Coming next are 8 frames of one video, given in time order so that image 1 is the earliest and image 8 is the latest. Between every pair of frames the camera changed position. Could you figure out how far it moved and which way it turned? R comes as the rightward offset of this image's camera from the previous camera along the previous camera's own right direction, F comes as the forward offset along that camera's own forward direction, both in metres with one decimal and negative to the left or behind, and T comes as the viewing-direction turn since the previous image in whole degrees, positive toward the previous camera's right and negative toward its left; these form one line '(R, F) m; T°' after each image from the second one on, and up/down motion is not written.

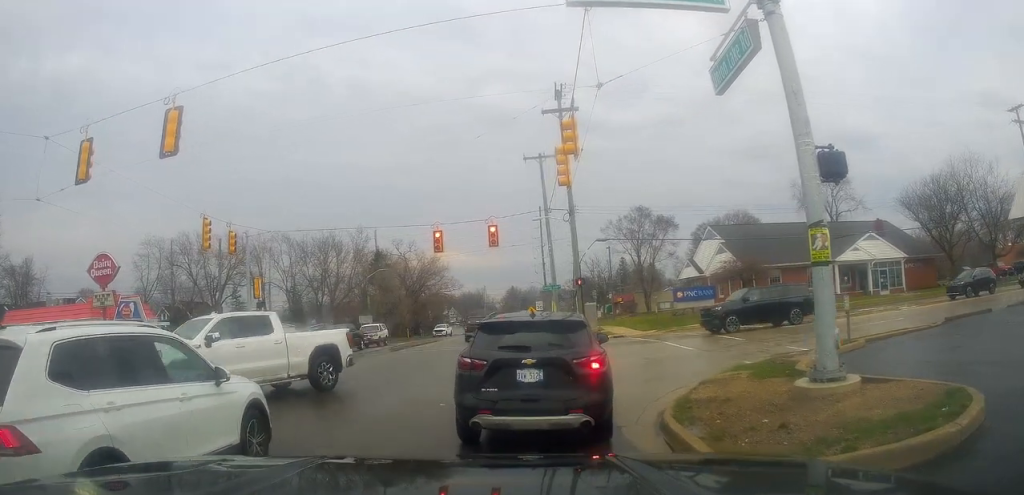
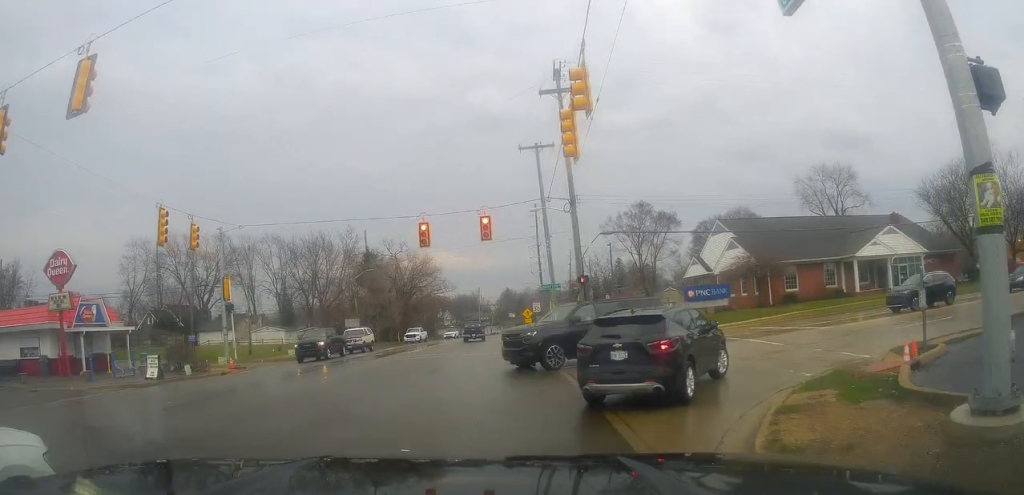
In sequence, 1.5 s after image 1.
(-0.4, +3.2) m; +14°
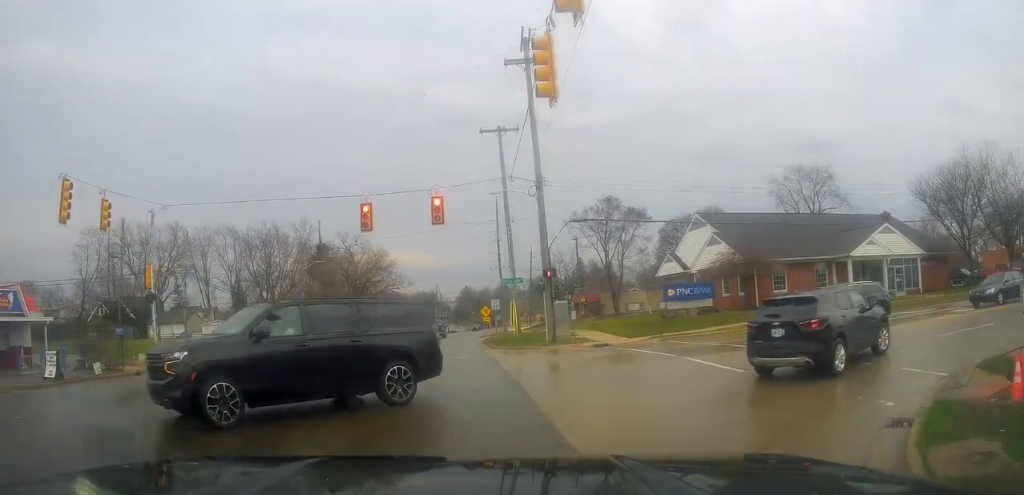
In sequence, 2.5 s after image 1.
(+0.9, +4.2) m; +19°
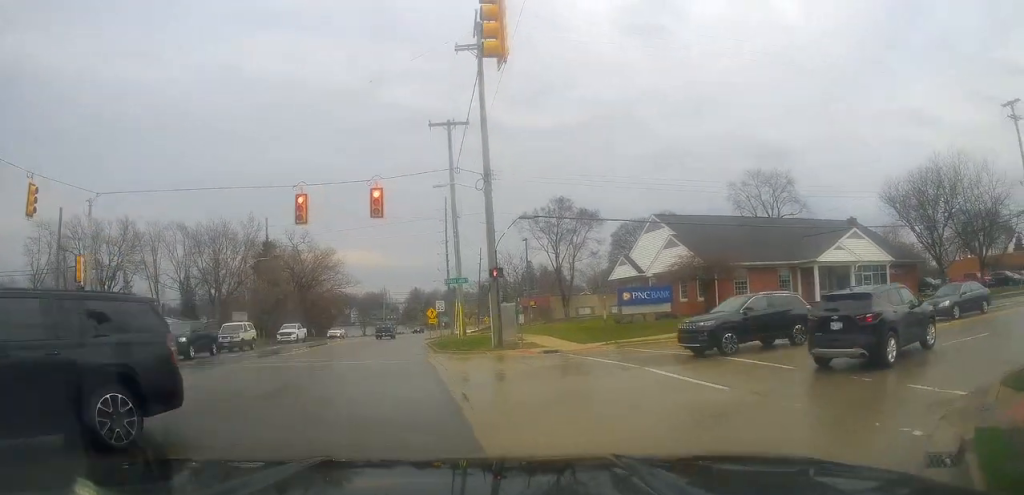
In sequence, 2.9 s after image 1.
(0.0, +2.1) m; +6°
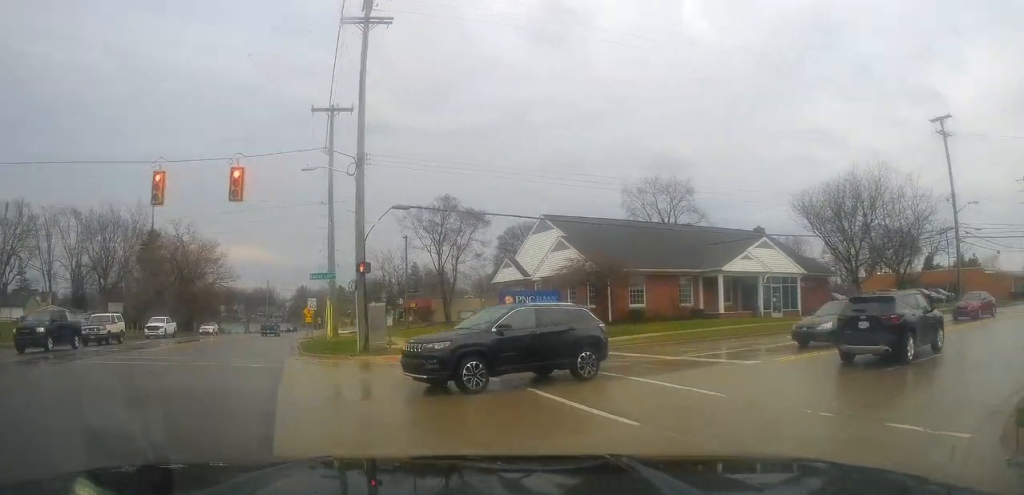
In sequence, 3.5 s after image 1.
(+0.3, +3.1) m; +10°
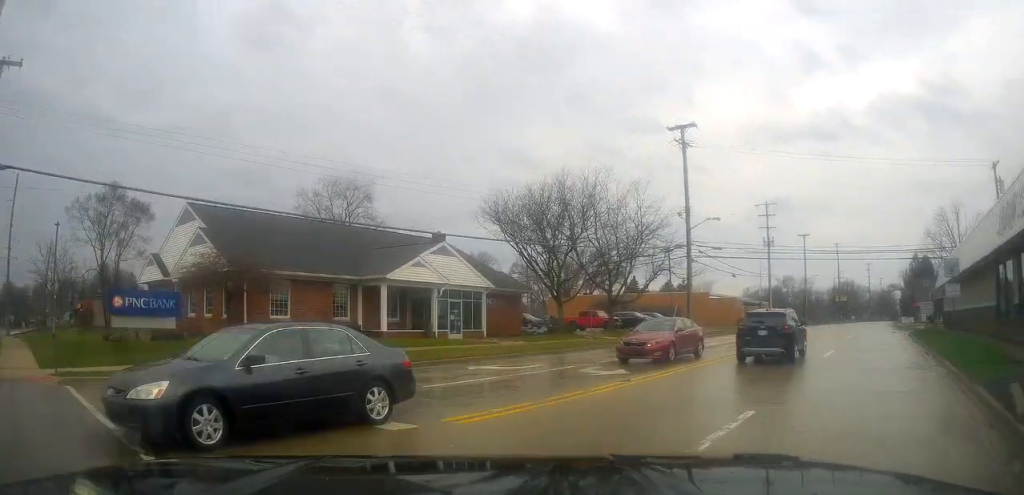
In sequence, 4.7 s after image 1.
(+1.4, +7.1) m; +21°
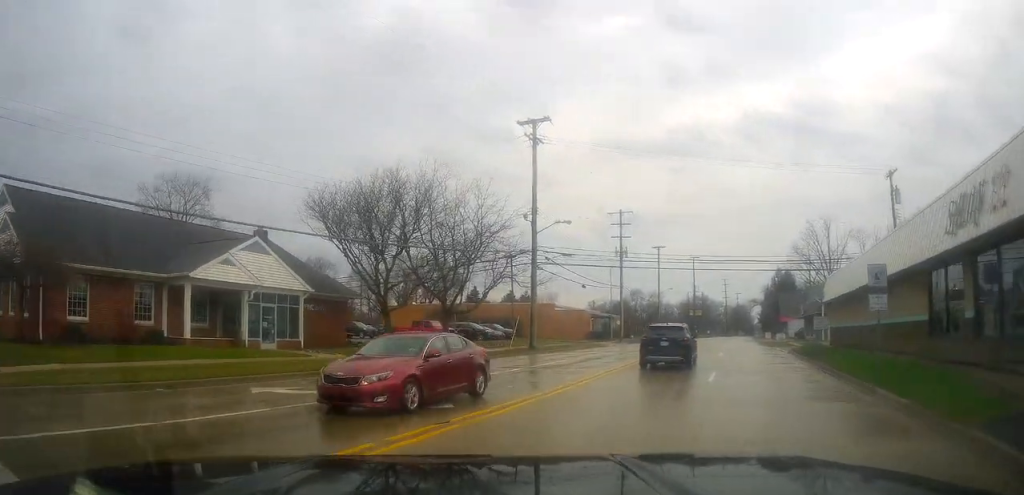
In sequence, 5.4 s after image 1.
(+0.4, +4.3) m; +9°
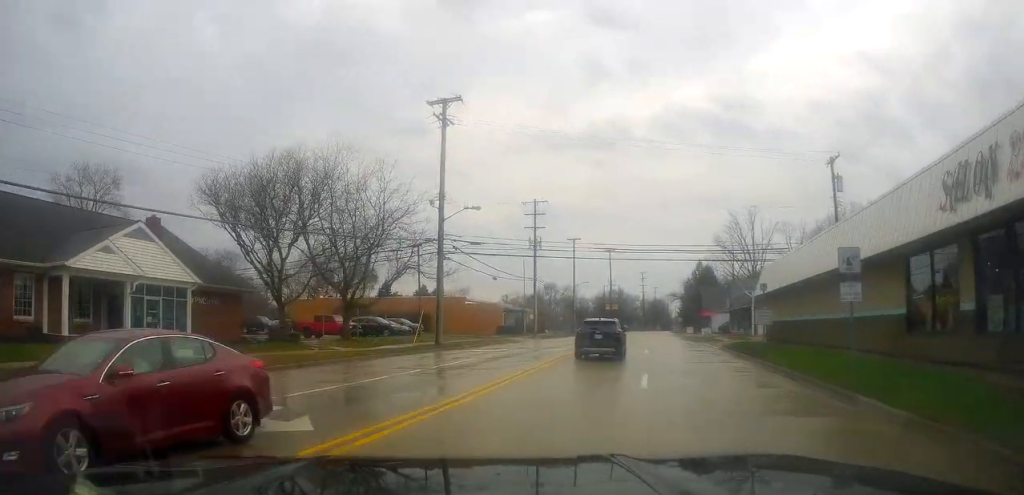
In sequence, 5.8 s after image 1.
(+0.1, +2.8) m; +5°
